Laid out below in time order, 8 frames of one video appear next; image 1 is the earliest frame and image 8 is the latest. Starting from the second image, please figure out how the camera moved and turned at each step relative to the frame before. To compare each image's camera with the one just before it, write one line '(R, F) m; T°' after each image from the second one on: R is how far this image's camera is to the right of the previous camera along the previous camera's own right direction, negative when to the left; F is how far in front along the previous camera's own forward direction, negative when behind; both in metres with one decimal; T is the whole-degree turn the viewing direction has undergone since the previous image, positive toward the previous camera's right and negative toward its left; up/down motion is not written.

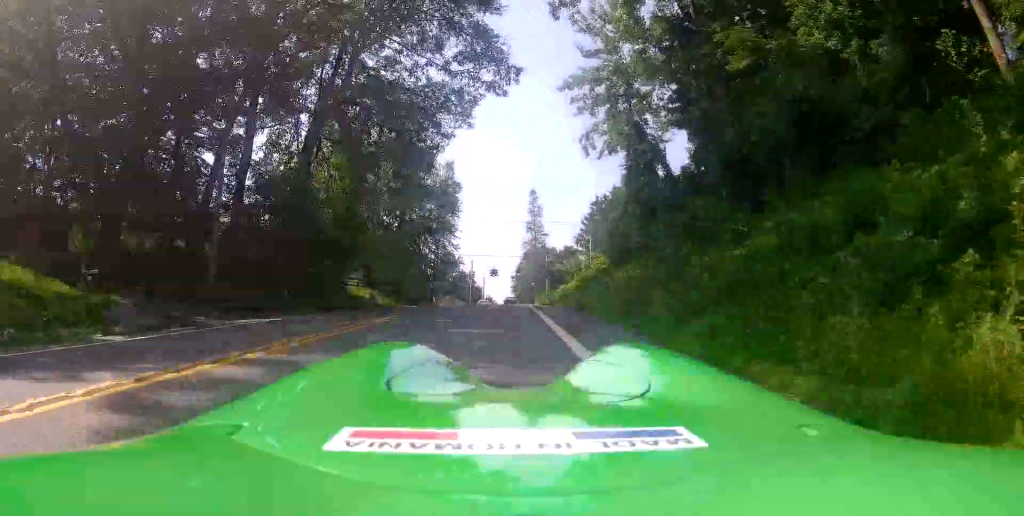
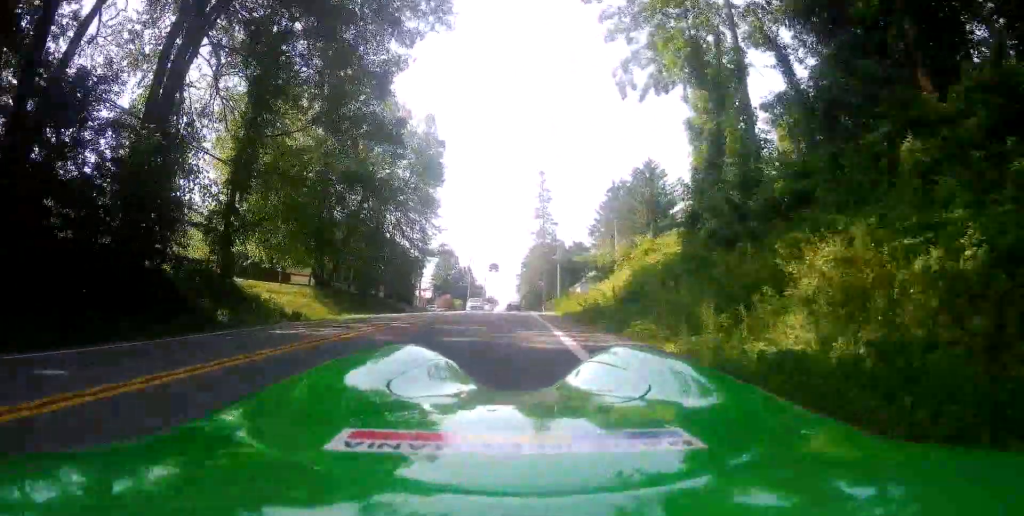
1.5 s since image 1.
(+0.7, +16.5) m; +4°
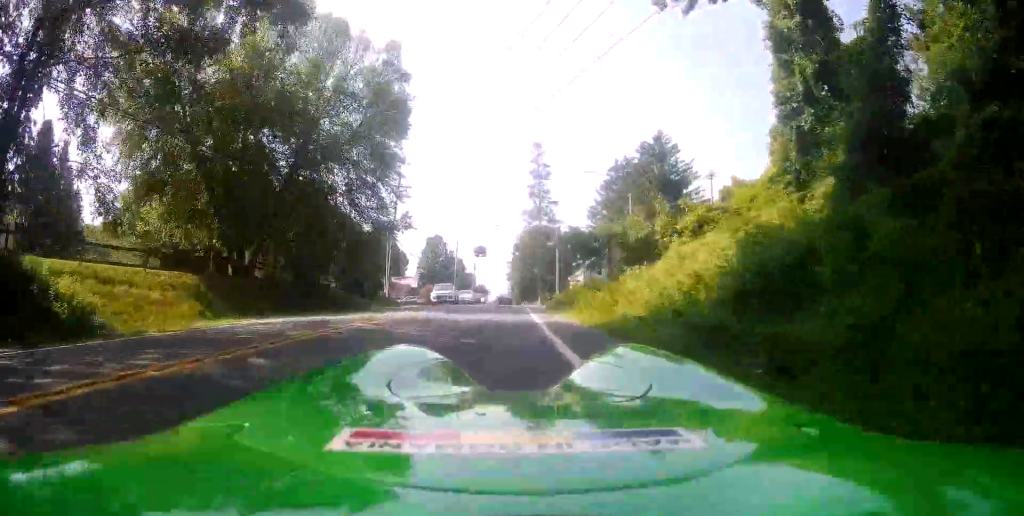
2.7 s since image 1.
(0.0, +12.0) m; +1°
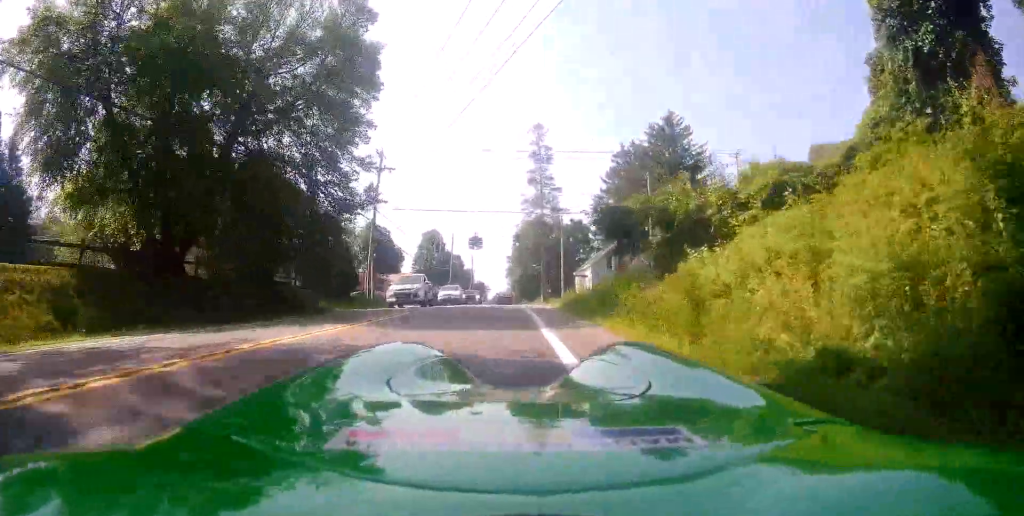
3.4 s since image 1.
(-0.1, +7.0) m; +1°
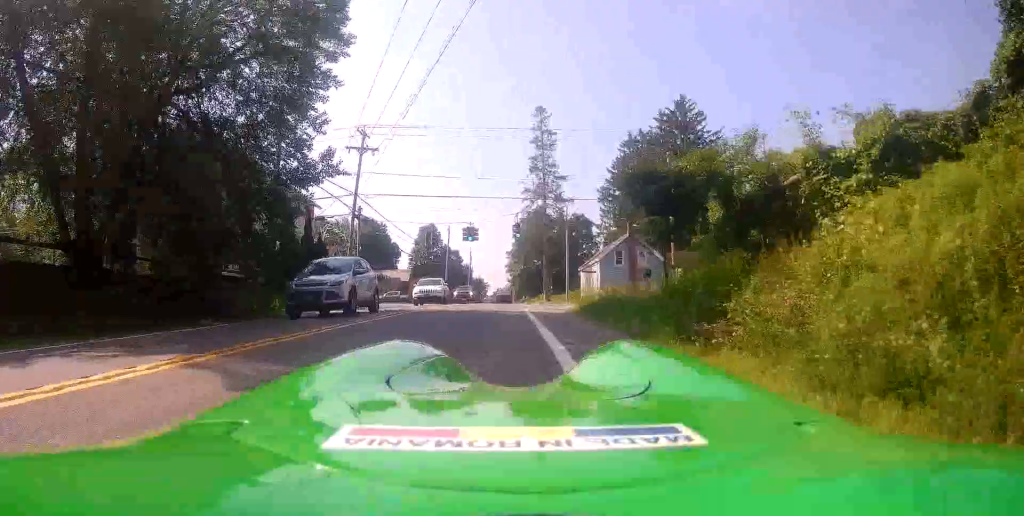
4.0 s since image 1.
(+0.2, +6.0) m; +1°
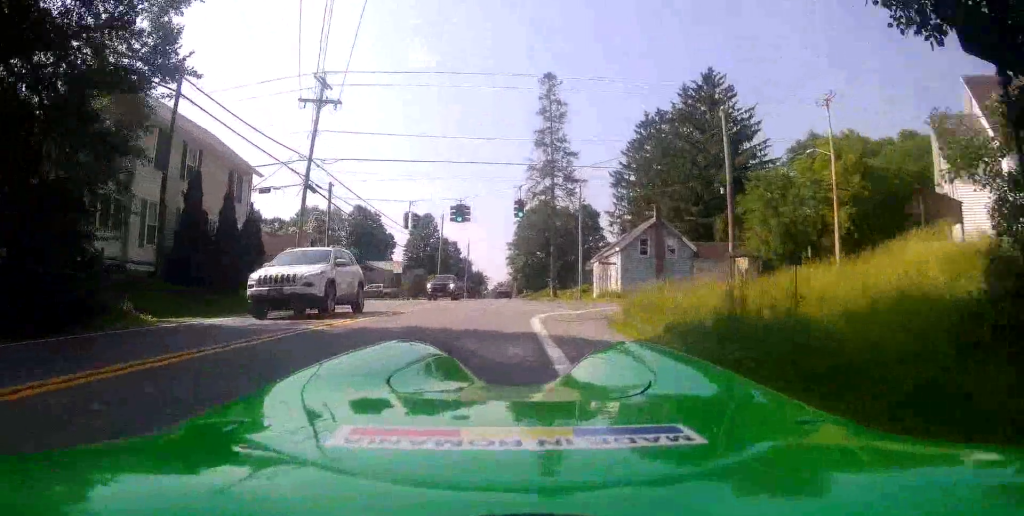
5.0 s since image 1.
(+0.1, +9.6) m; 0°
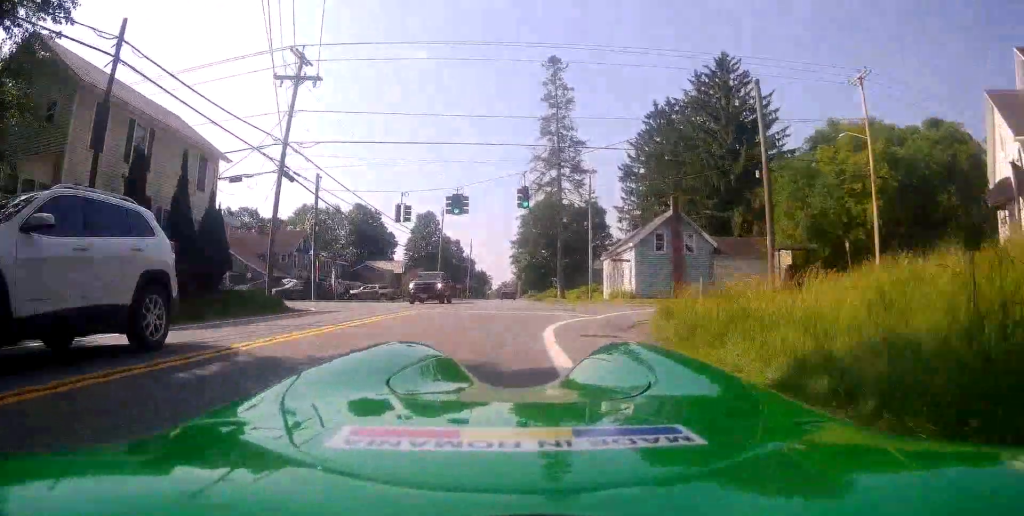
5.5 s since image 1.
(0.0, +4.1) m; 0°
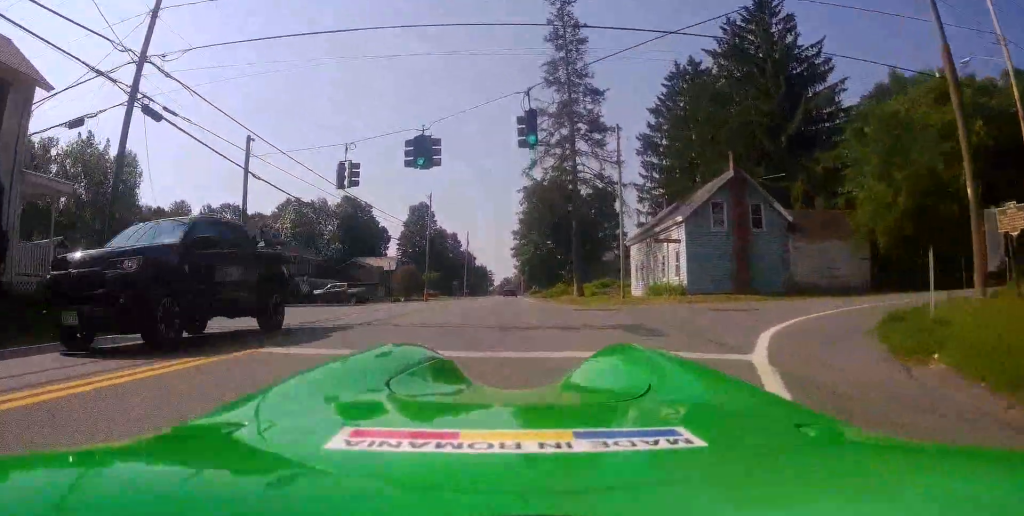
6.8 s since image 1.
(+0.2, +11.1) m; +1°
